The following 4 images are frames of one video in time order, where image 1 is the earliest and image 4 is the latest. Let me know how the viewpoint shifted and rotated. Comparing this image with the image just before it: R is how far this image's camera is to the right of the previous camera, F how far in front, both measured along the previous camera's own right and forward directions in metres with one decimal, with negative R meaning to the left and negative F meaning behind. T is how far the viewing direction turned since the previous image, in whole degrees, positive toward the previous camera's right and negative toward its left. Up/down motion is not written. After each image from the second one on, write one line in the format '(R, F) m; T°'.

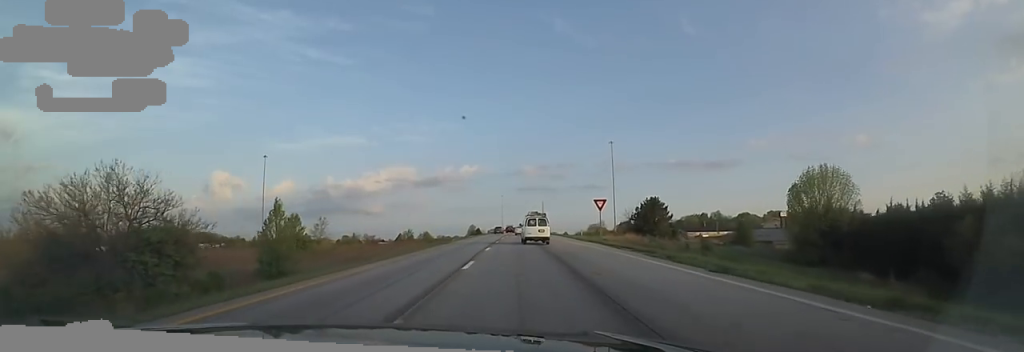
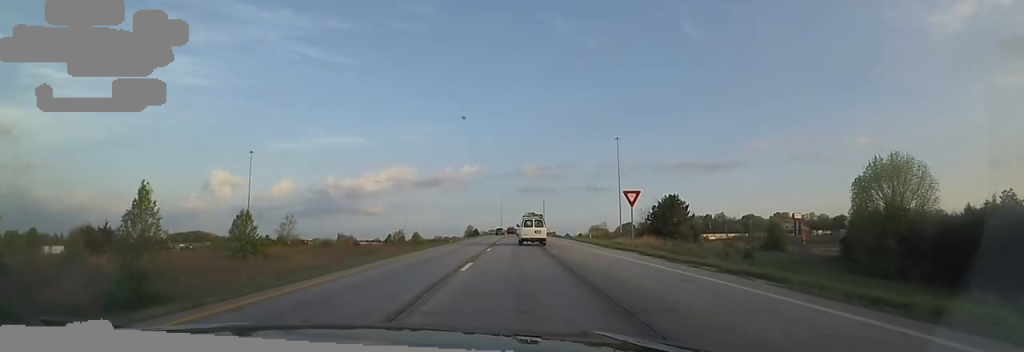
(-0.3, +12.2) m; 0°
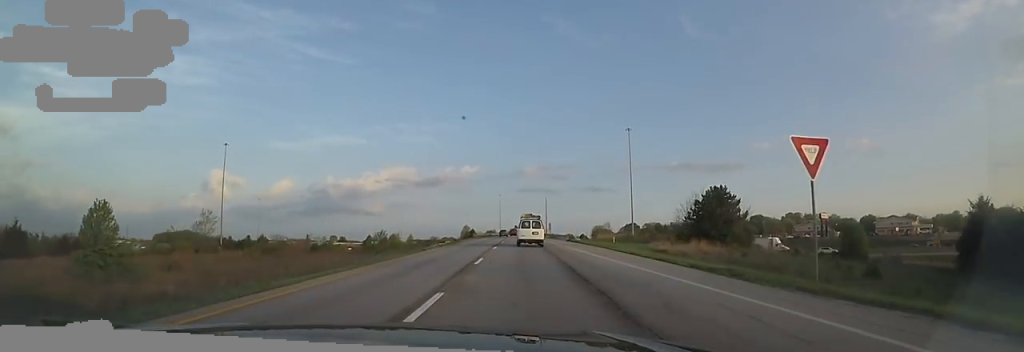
(+0.7, +20.5) m; +1°
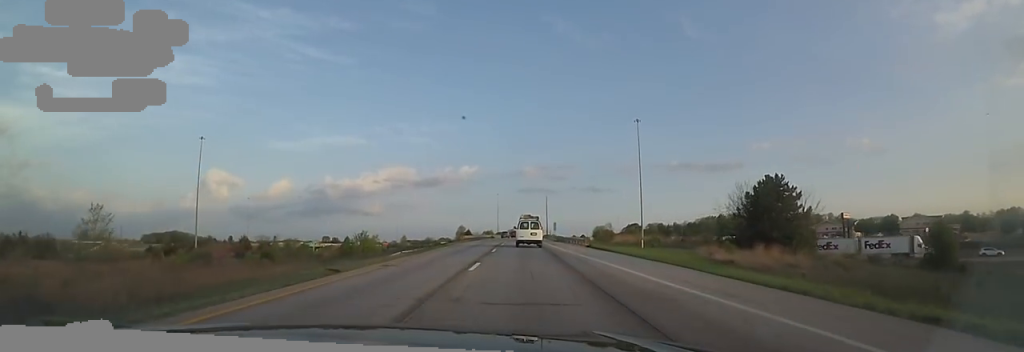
(-0.1, +15.9) m; 0°
